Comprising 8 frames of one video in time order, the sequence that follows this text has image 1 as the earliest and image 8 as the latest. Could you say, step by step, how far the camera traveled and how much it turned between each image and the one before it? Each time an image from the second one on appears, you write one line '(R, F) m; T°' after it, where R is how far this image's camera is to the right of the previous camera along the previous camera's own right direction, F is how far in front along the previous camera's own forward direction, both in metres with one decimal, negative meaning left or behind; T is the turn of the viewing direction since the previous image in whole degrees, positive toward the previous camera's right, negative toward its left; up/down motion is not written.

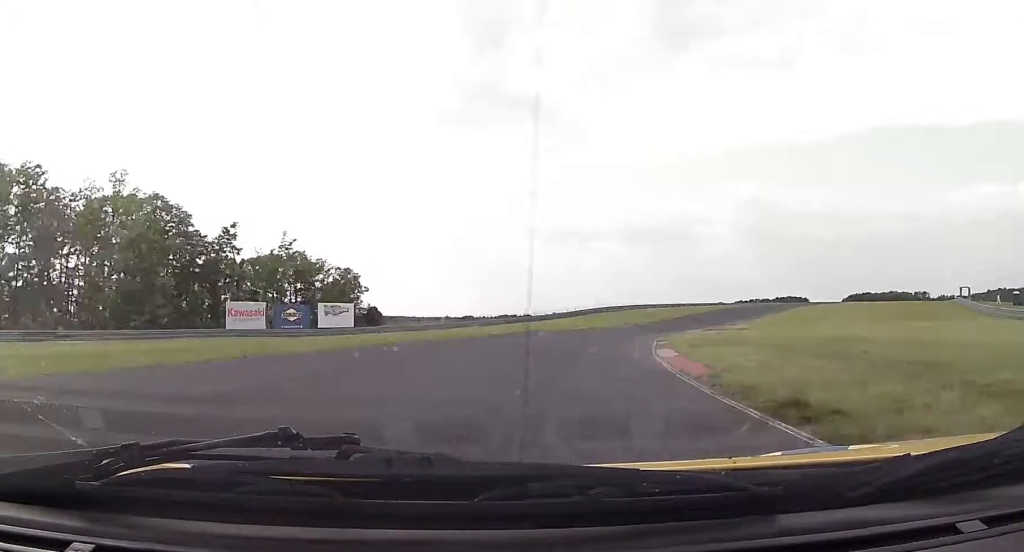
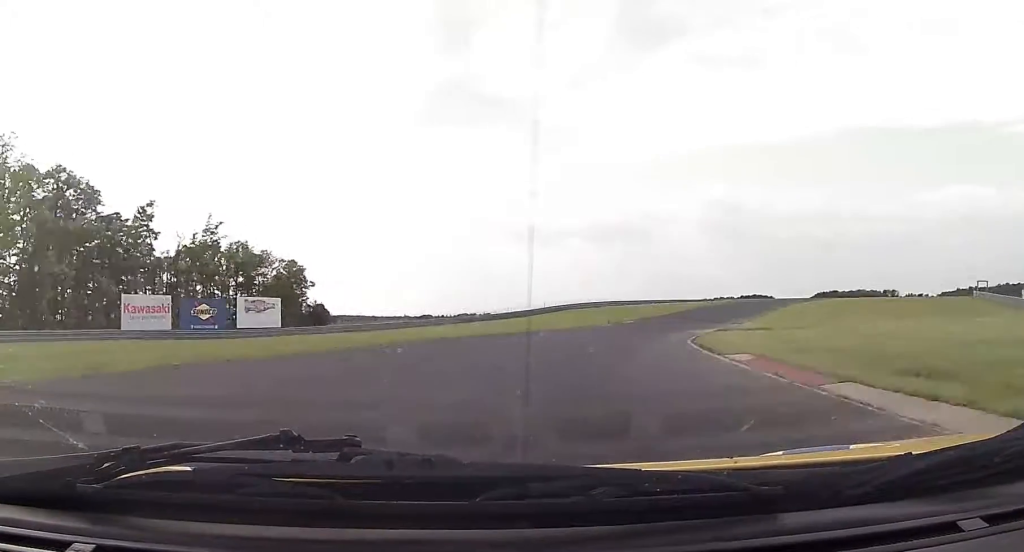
(+0.3, +14.9) m; +3°
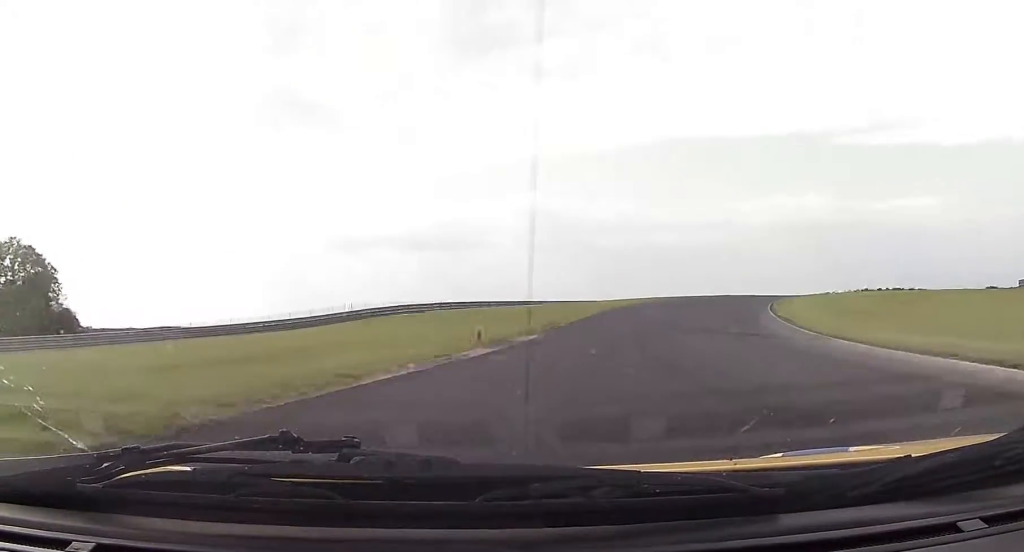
(+4.0, +43.2) m; +15°
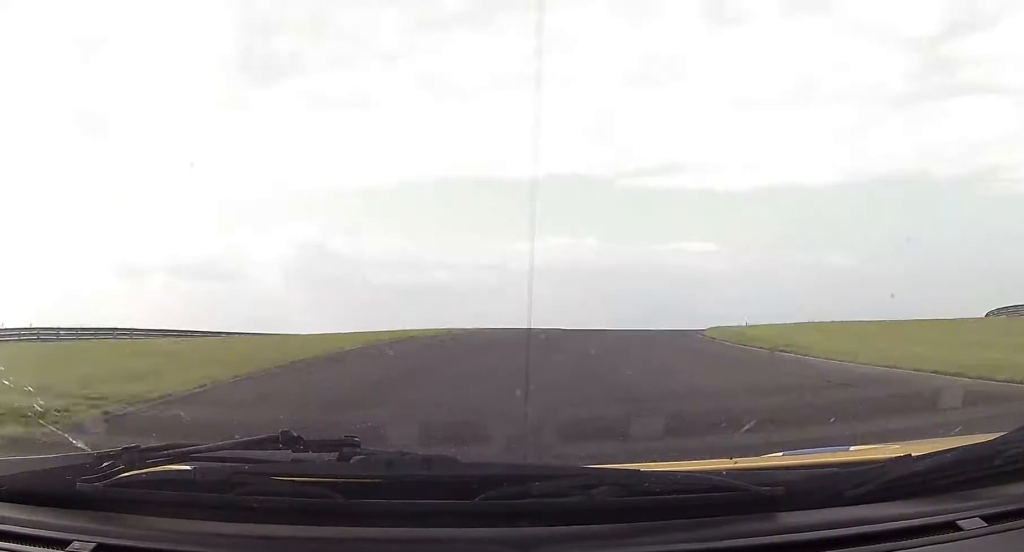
(+1.9, +18.6) m; +12°
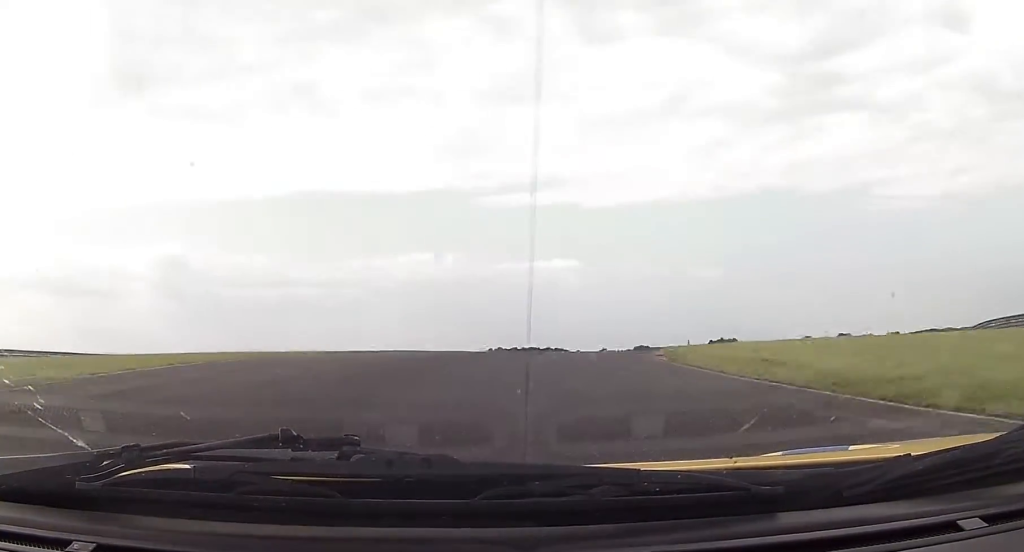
(+1.2, +15.2) m; +10°
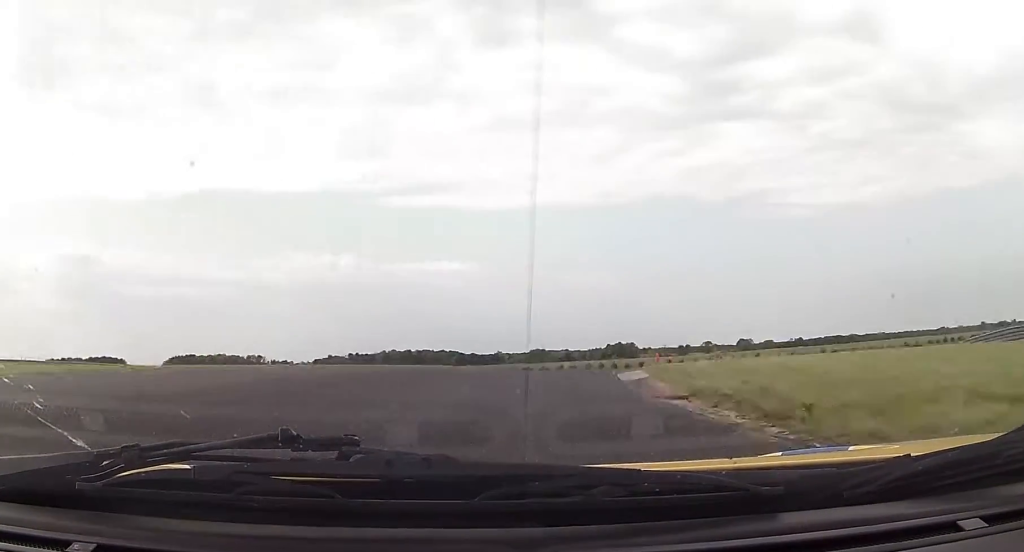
(+1.2, +12.4) m; +9°
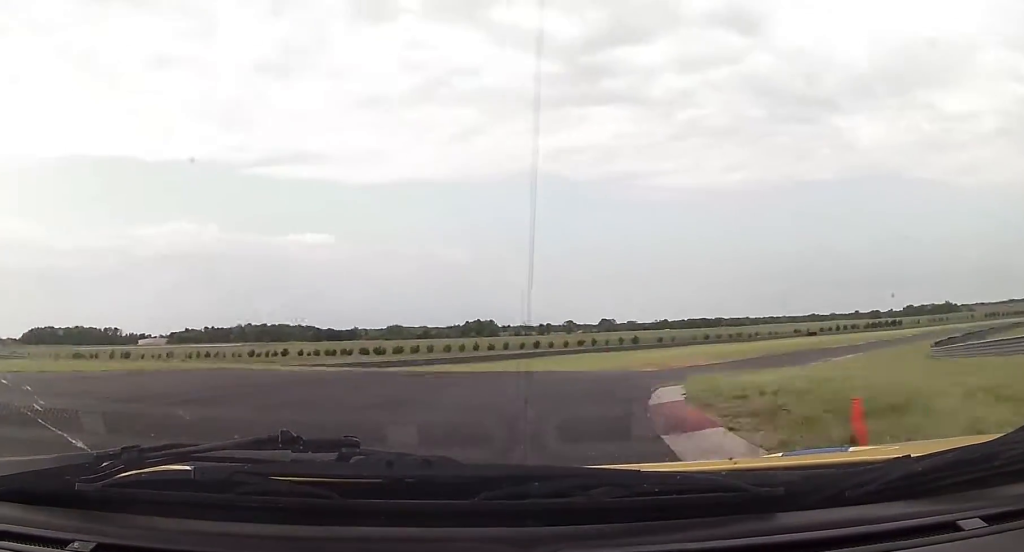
(+2.1, +17.9) m; +12°
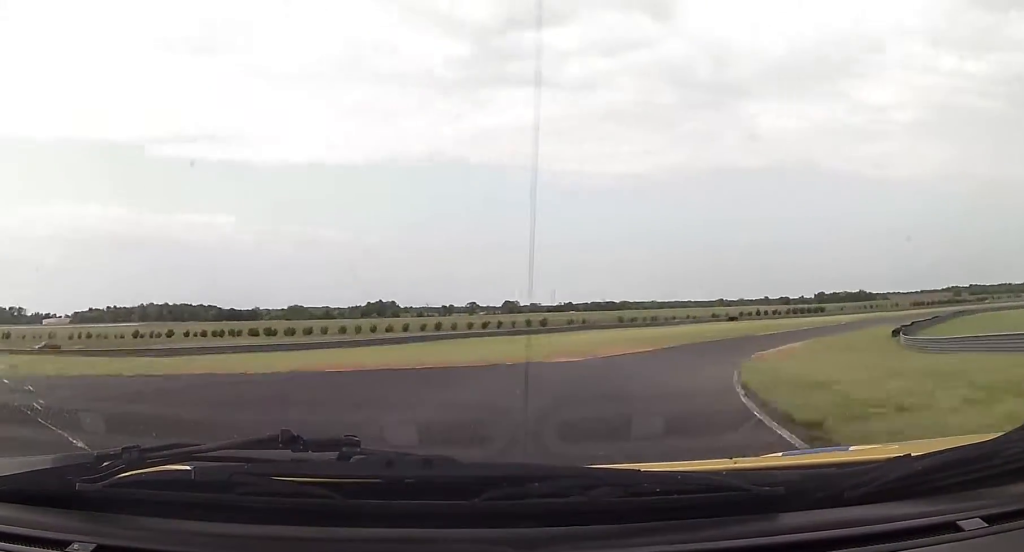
(+0.7, +11.6) m; +7°
